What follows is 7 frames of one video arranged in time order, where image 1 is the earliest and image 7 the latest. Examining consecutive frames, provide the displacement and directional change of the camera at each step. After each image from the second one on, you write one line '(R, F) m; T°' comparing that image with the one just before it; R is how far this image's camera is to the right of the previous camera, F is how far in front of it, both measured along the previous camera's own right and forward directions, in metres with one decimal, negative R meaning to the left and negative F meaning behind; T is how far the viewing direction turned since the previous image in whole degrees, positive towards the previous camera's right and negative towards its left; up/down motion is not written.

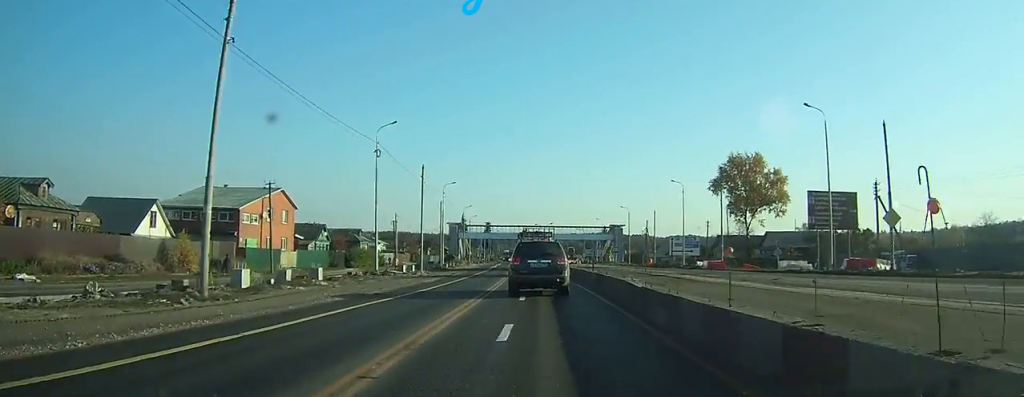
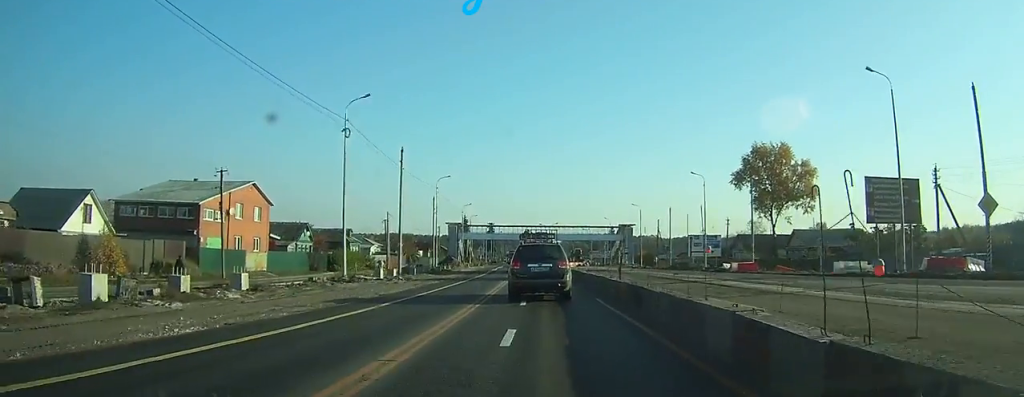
(-0.3, +8.8) m; -1°
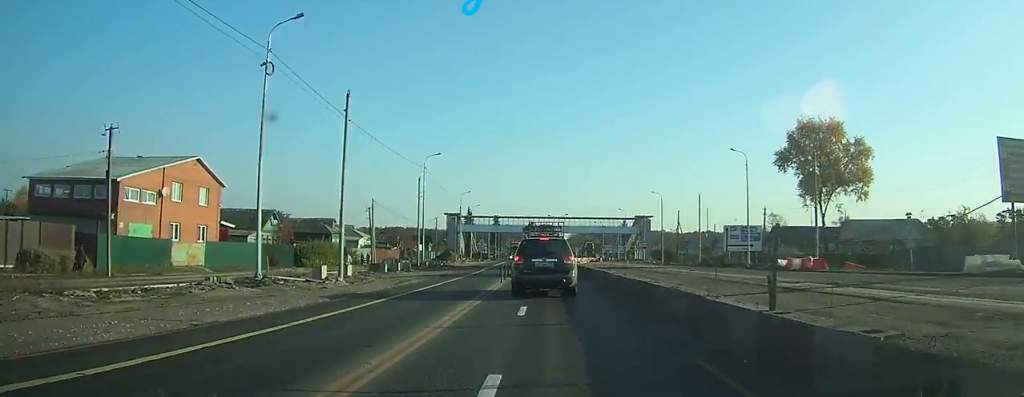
(0.0, +12.8) m; +1°
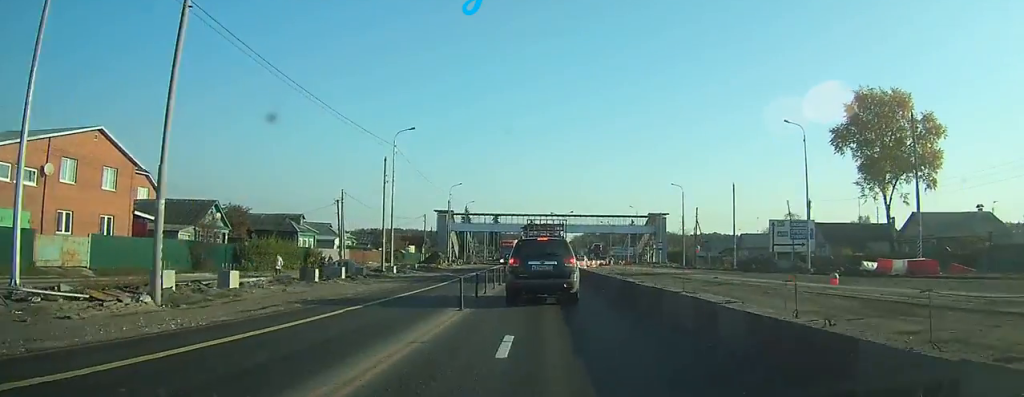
(+0.3, +13.0) m; +2°
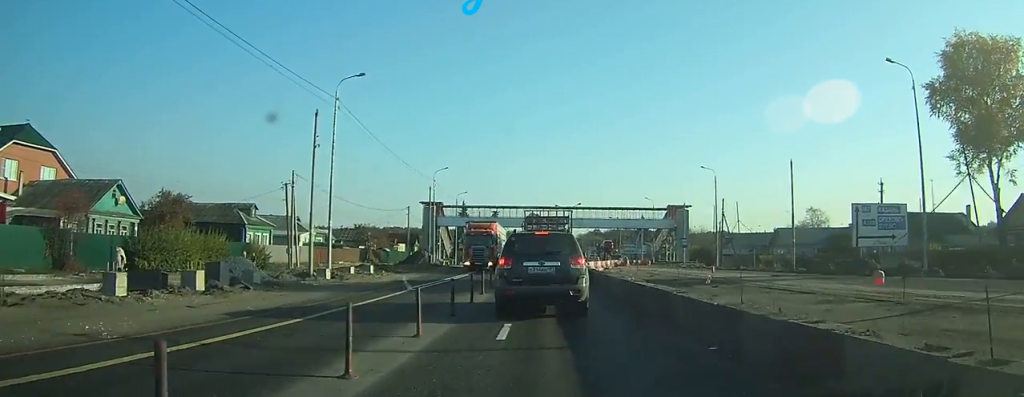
(-0.2, +13.9) m; -3°
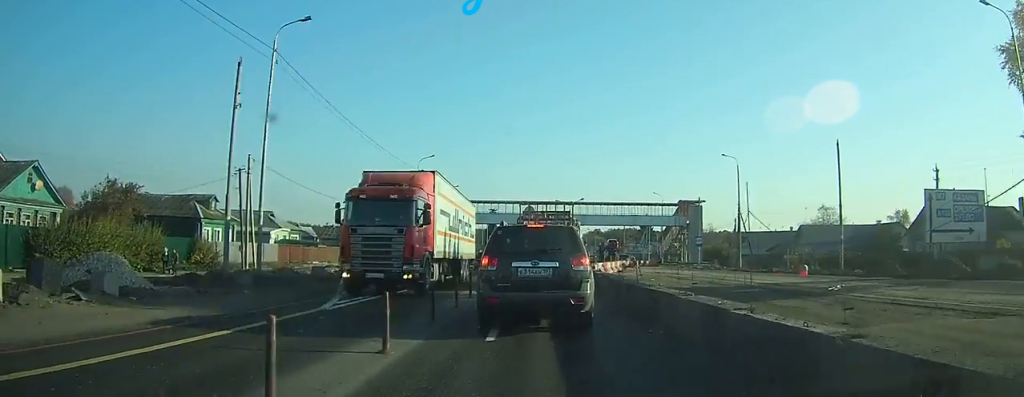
(-0.1, +7.9) m; -2°
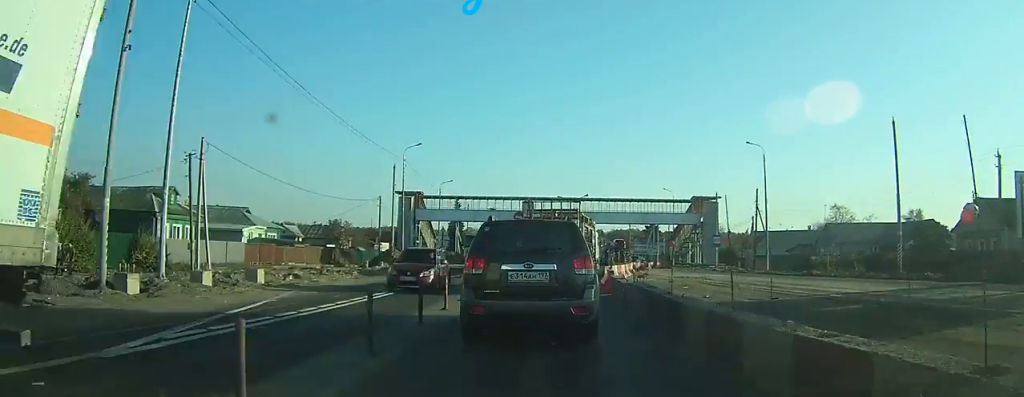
(-0.1, +7.3) m; -2°
